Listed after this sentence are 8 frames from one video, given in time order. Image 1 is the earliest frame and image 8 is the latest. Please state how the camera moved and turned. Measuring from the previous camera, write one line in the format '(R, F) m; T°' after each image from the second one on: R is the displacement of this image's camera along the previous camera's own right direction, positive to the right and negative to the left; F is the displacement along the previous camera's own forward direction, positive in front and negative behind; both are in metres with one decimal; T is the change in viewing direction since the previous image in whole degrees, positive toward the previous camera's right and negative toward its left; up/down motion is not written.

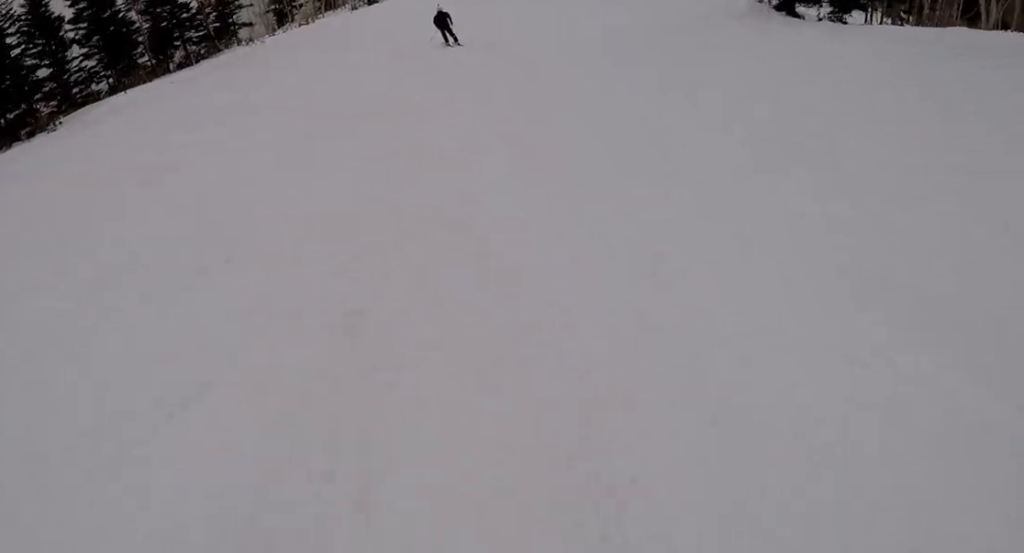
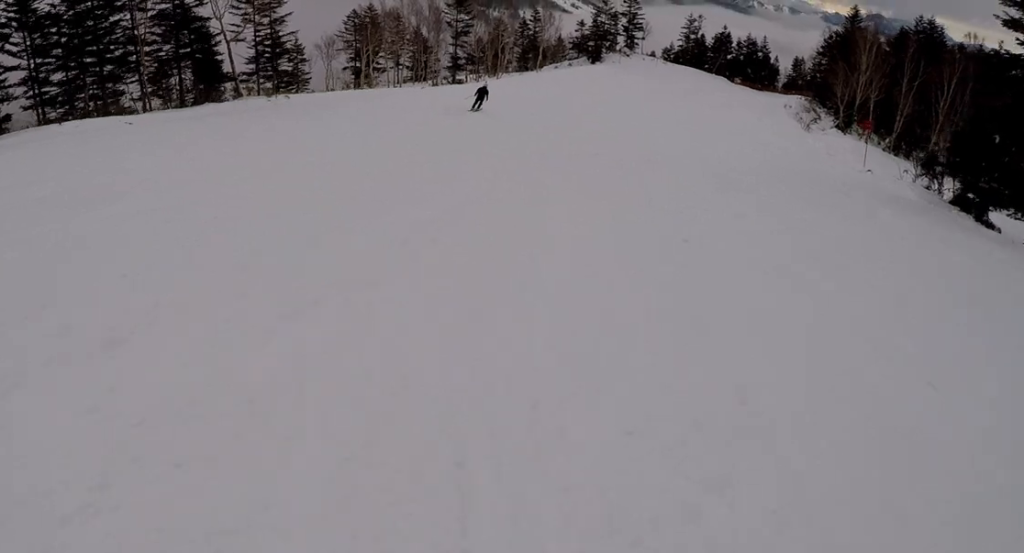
(-1.5, +9.9) m; -10°
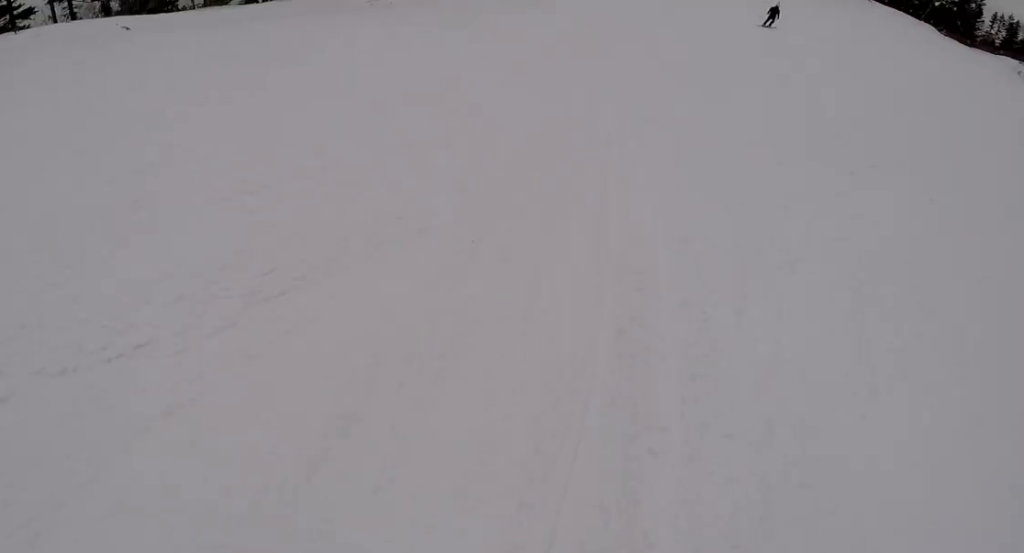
(+0.9, +9.5) m; +14°
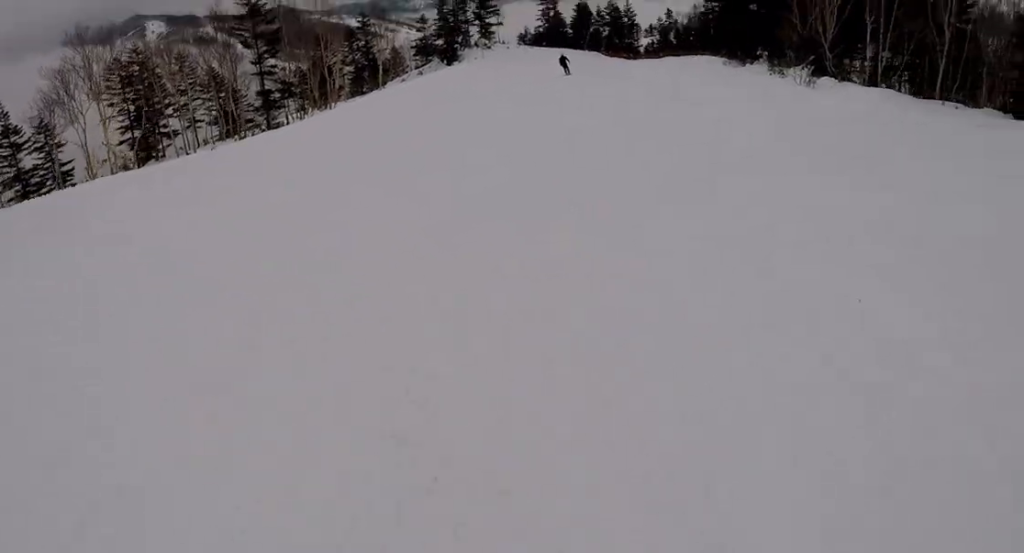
(+2.2, +11.1) m; +11°
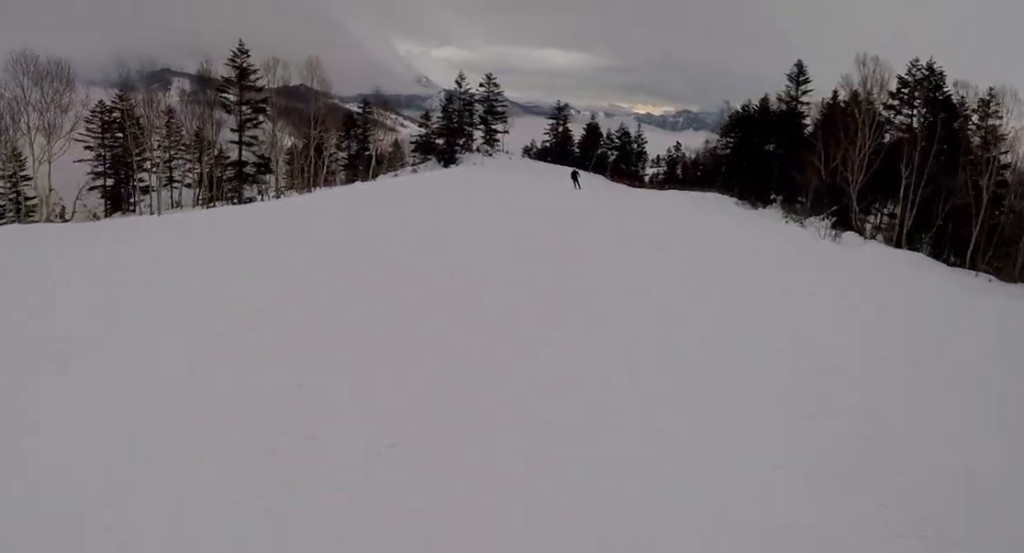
(+0.1, +4.4) m; -2°
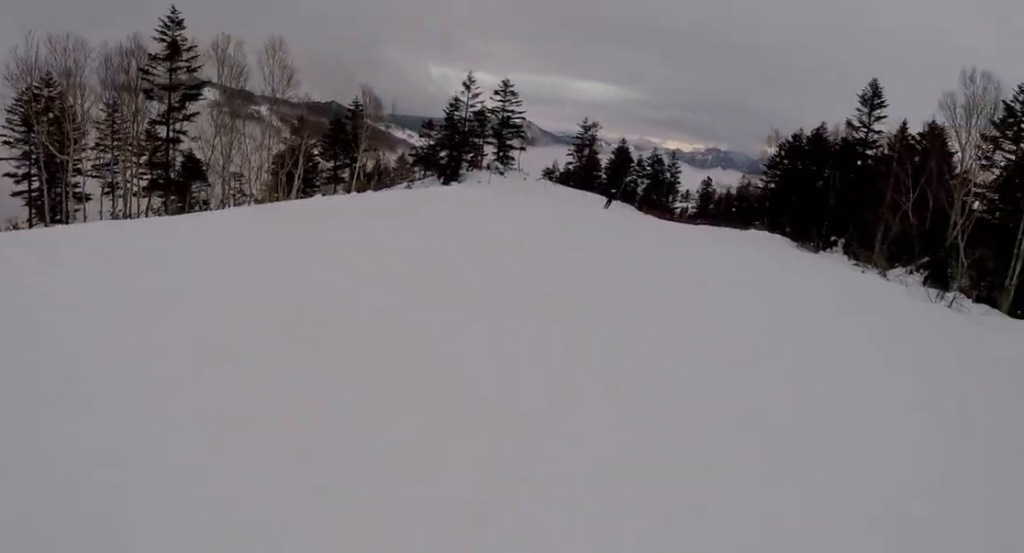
(-1.0, +9.3) m; -6°
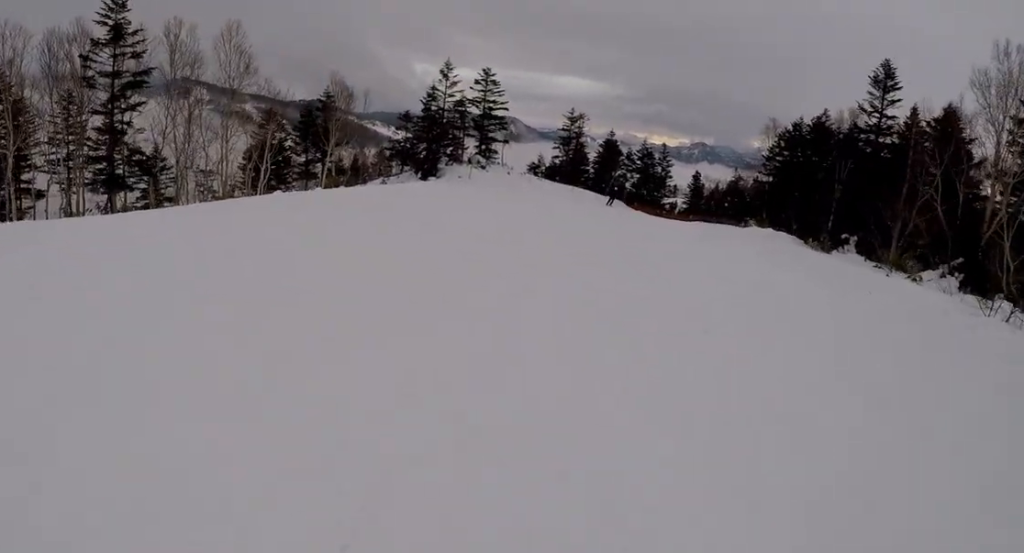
(0.0, +3.3) m; 0°
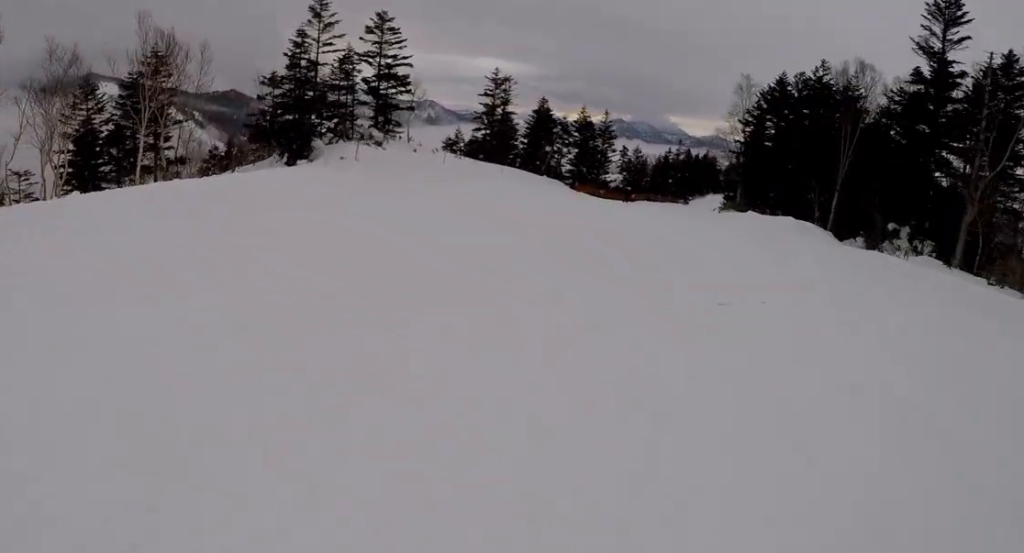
(+0.6, +13.1) m; +10°
